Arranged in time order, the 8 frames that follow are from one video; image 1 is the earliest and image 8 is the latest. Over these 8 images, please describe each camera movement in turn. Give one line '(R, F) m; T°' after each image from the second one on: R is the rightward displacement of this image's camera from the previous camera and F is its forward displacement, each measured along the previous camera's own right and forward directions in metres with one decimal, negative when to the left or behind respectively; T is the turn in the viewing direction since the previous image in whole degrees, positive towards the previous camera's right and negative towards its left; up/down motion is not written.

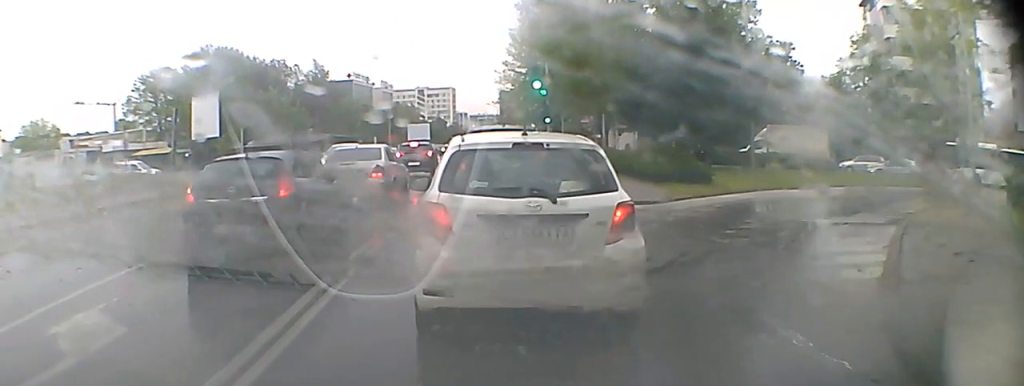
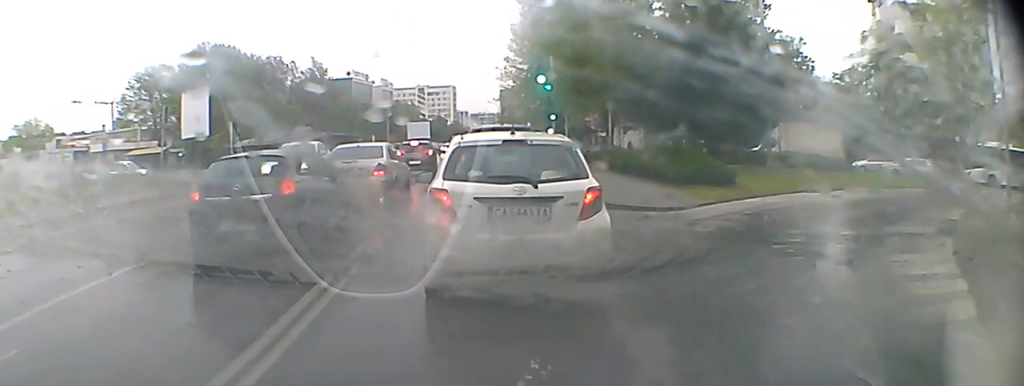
(0.0, +3.8) m; -1°
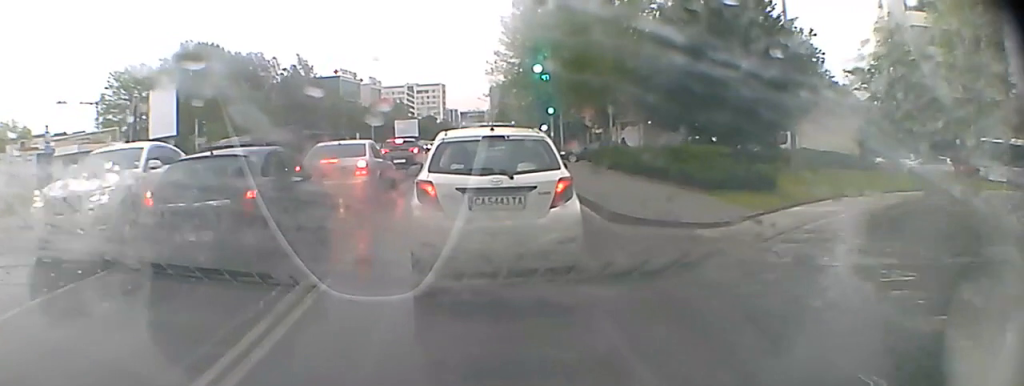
(-0.1, +5.3) m; -1°
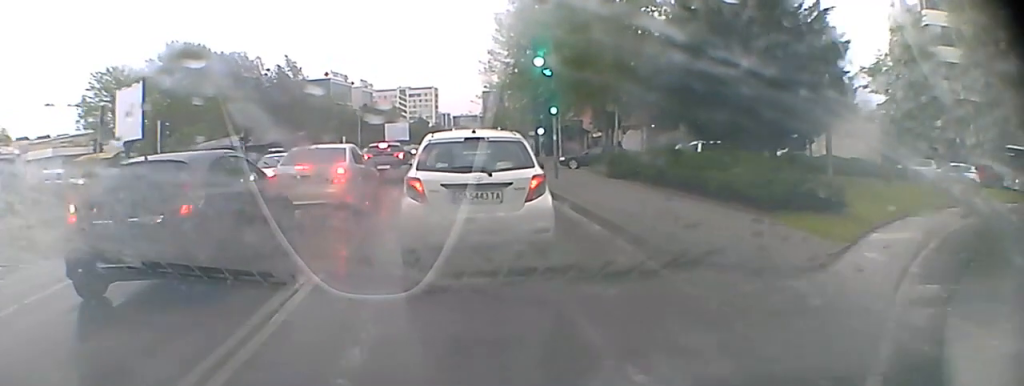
(-0.1, +5.4) m; -1°
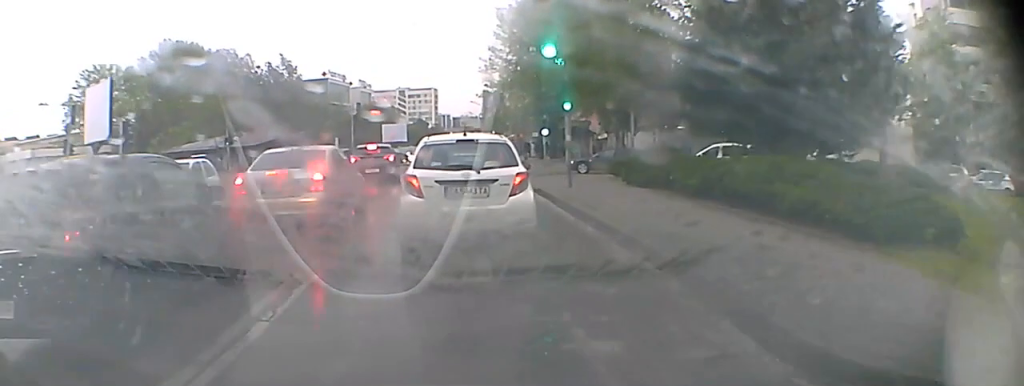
(0.0, +5.2) m; 0°
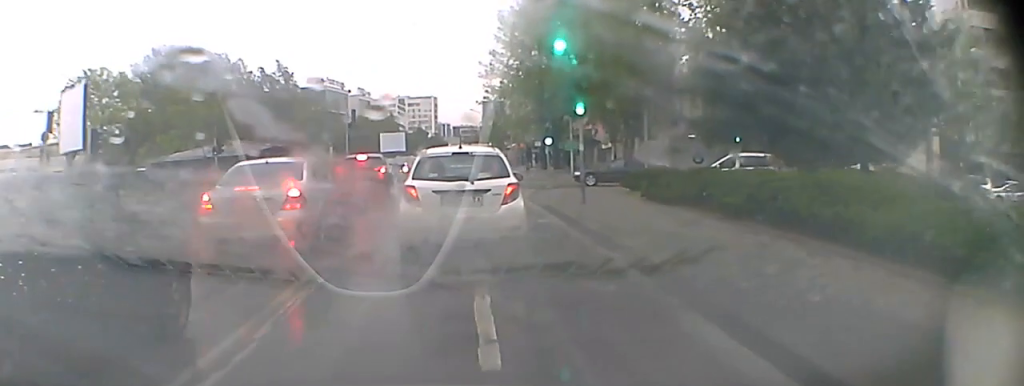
(0.0, +3.5) m; 0°
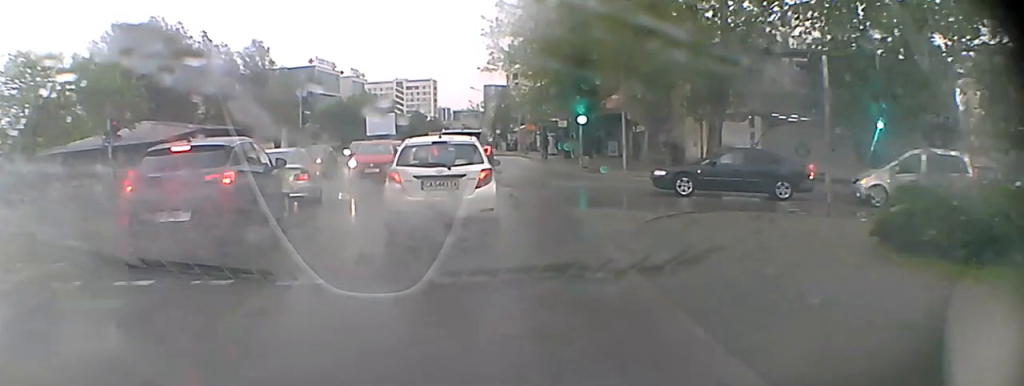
(+0.1, +17.9) m; 0°
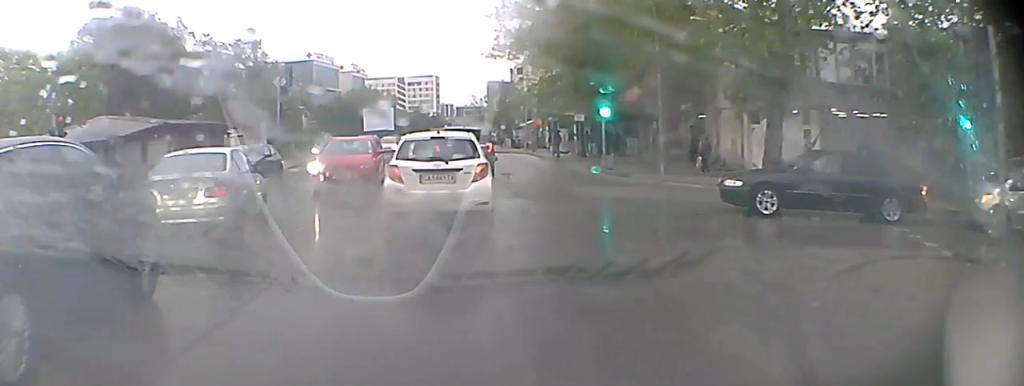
(-0.1, +5.7) m; -1°
